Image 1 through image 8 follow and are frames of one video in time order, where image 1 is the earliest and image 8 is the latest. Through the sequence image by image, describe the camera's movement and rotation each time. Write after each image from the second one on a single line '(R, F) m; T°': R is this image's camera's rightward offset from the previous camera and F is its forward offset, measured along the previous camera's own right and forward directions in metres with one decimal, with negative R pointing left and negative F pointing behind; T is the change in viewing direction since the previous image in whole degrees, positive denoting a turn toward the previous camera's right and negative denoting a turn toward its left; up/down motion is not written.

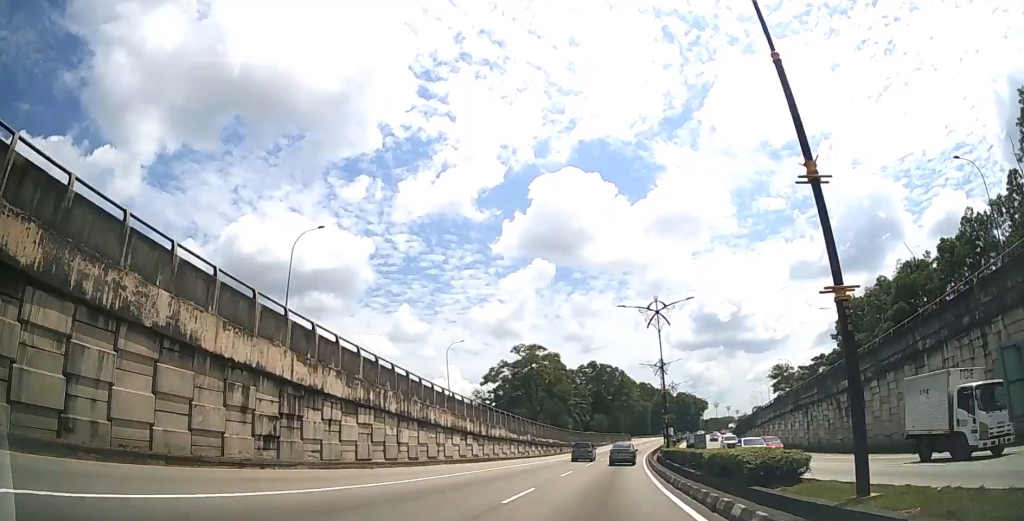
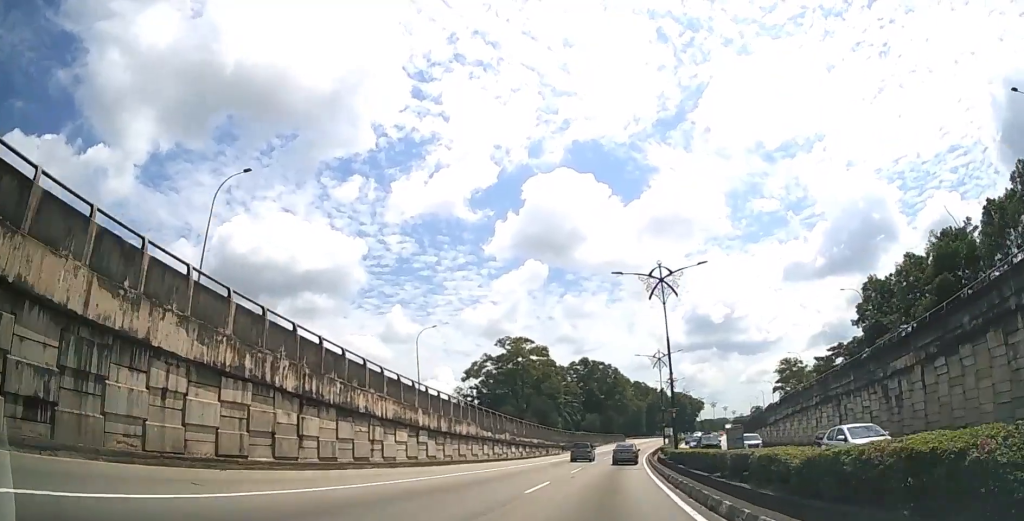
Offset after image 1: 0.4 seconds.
(0.0, +9.1) m; +1°
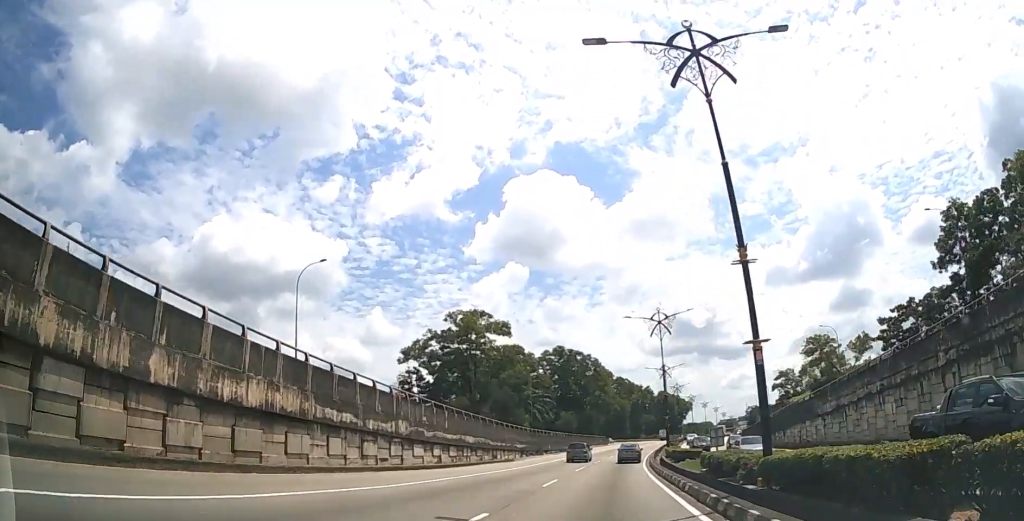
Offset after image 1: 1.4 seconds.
(+0.4, +23.1) m; +2°
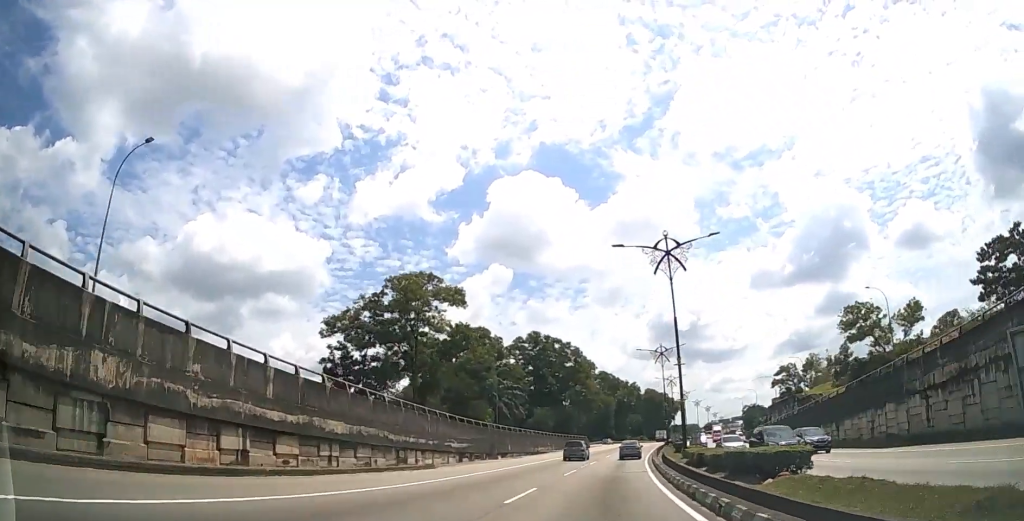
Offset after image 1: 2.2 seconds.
(+0.3, +18.3) m; +1°
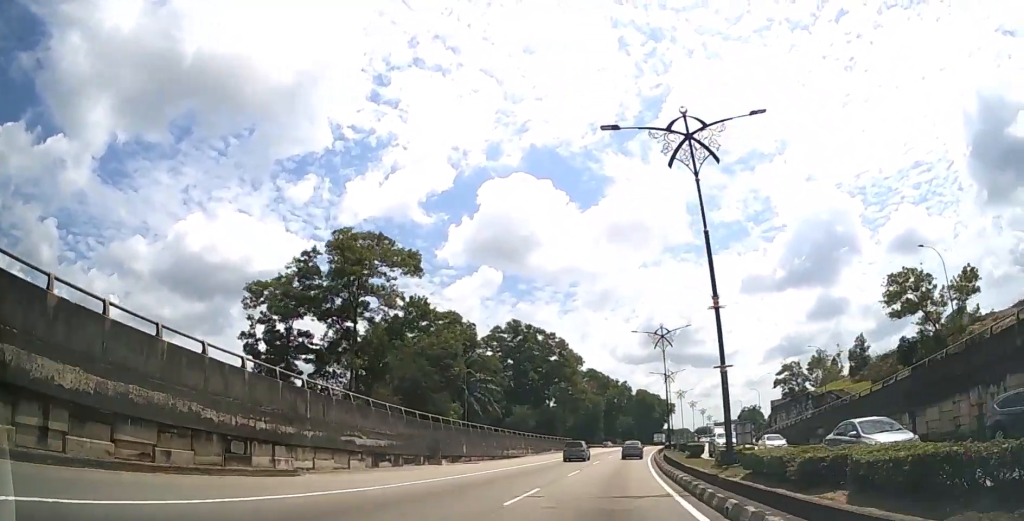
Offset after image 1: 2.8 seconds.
(+0.2, +13.3) m; +1°
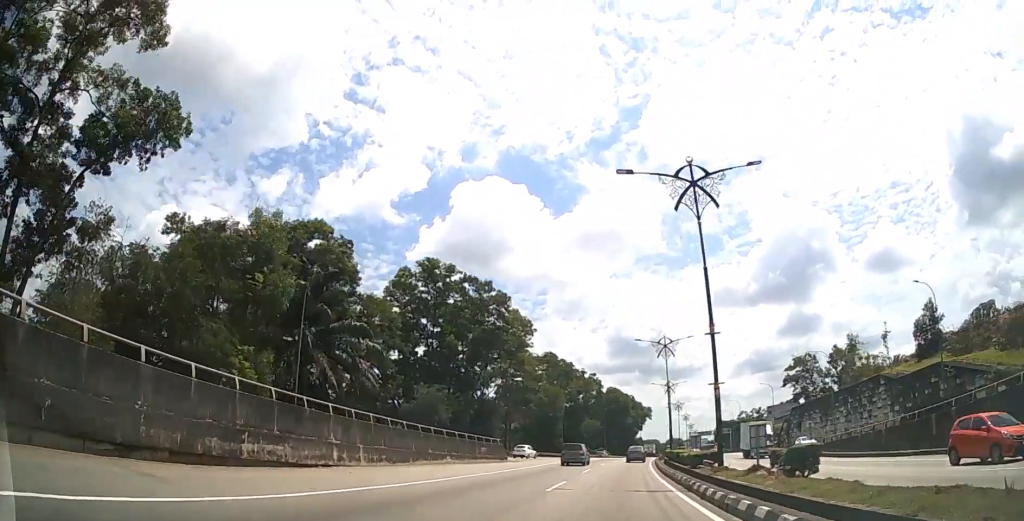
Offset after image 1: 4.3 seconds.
(+0.7, +36.2) m; +3°
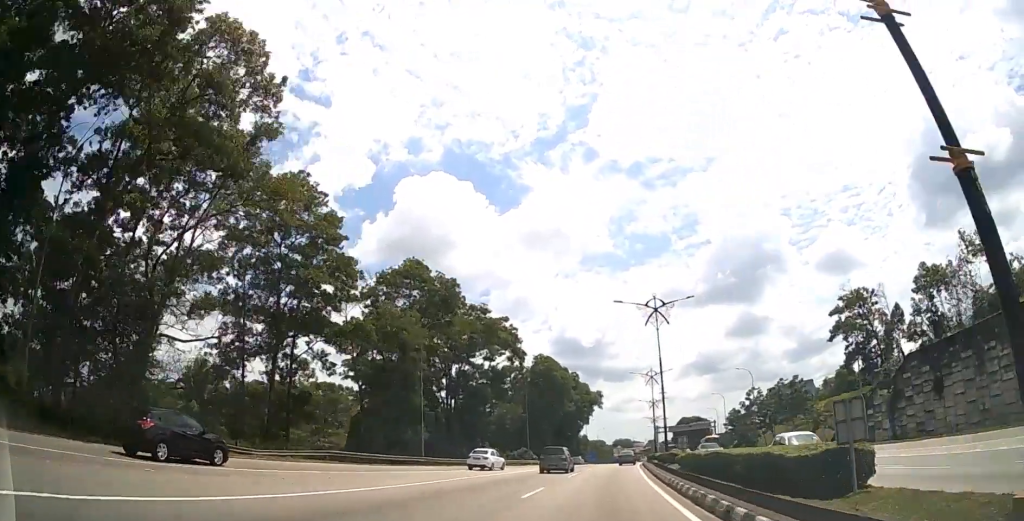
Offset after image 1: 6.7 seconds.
(+2.7, +55.4) m; +5°
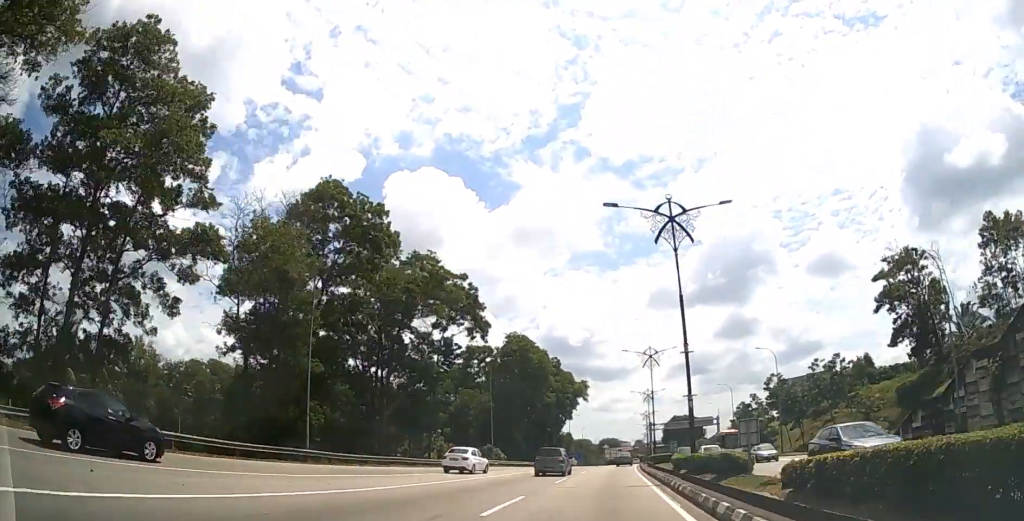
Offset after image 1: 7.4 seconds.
(+0.3, +16.9) m; +1°
